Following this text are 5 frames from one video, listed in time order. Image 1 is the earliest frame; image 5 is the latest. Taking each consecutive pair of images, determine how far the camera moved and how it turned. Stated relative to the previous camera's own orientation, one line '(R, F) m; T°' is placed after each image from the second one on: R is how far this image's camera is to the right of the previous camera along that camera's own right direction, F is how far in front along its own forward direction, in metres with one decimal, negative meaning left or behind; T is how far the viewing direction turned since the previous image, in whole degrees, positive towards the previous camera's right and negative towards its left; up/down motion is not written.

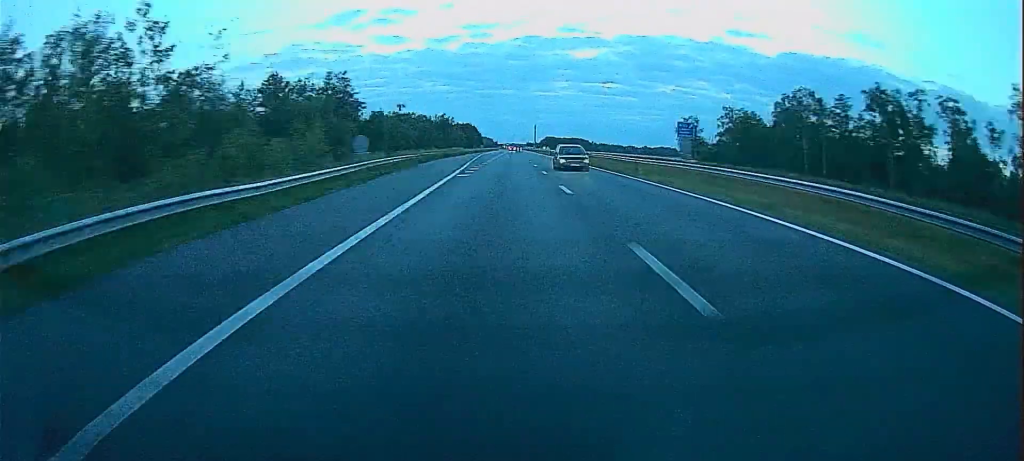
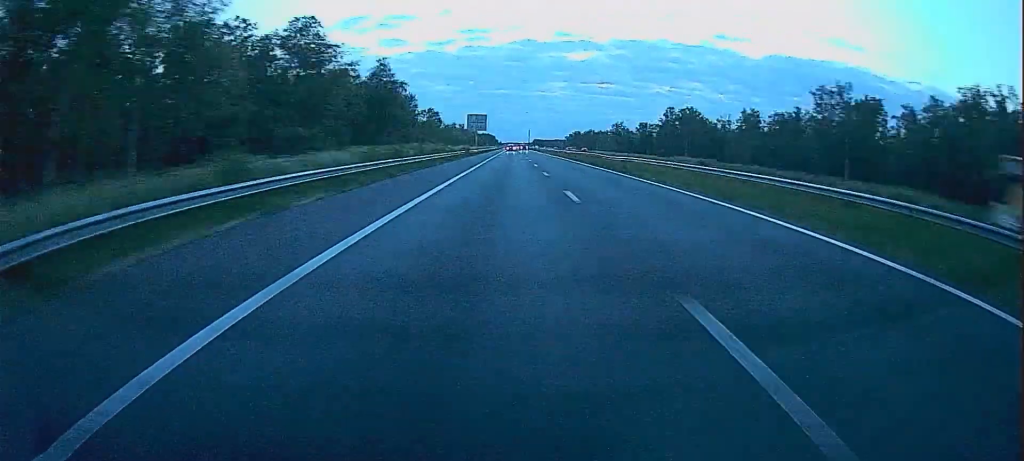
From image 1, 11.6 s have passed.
(+0.7, +334.7) m; 0°
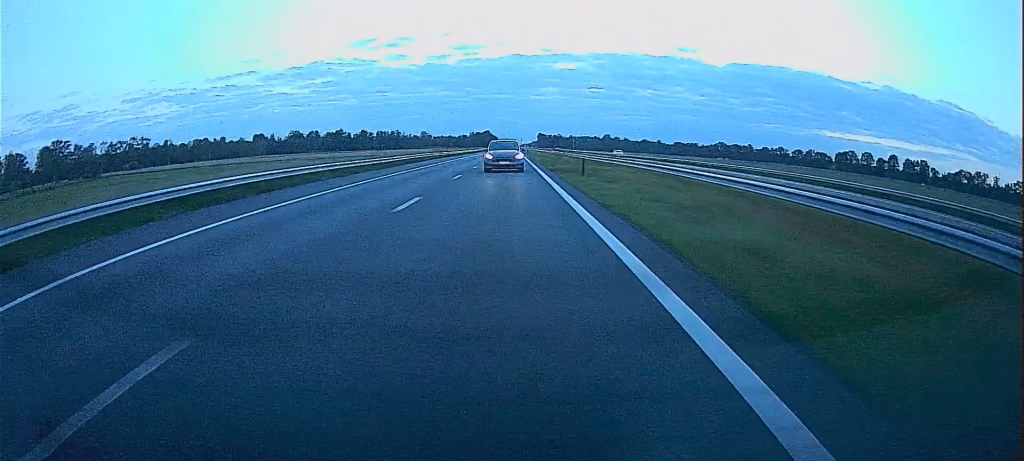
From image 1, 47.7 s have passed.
(-80.8, +993.8) m; -11°
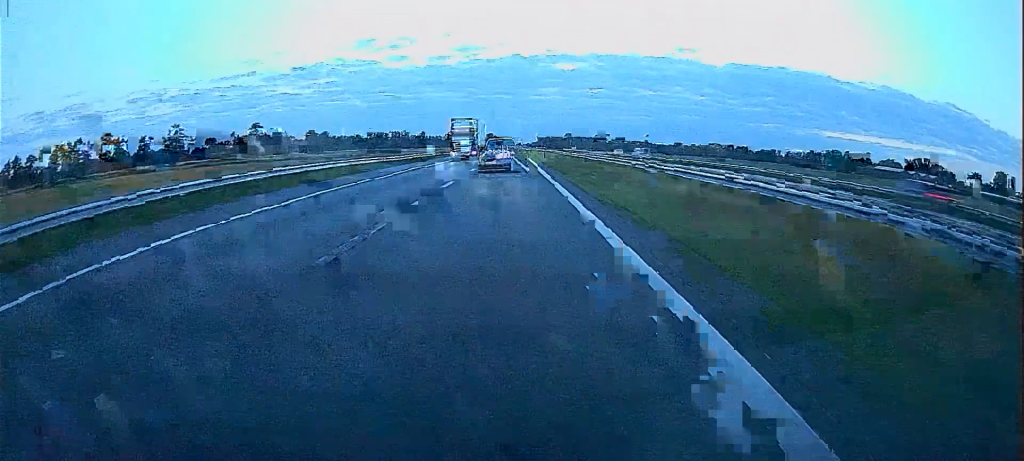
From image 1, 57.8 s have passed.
(-0.1, +342.4) m; +14°
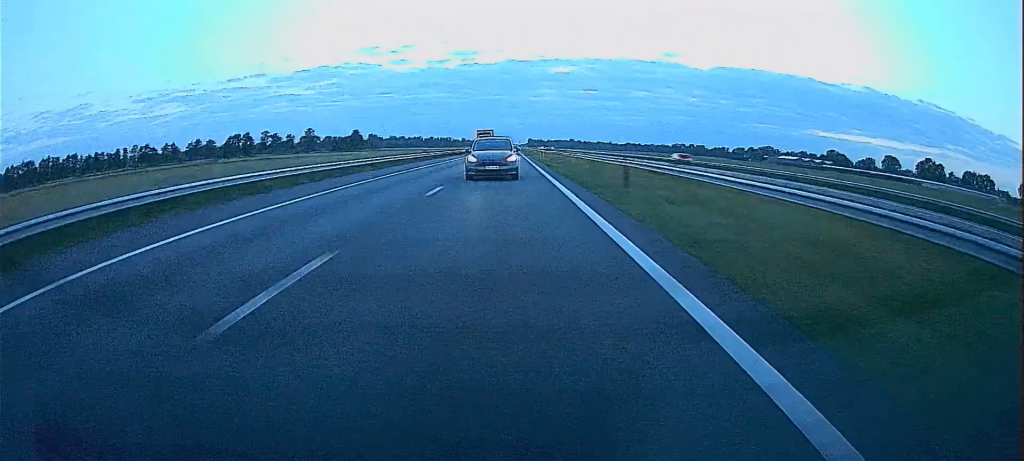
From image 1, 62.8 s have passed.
(+75.3, +195.3) m; +5°
